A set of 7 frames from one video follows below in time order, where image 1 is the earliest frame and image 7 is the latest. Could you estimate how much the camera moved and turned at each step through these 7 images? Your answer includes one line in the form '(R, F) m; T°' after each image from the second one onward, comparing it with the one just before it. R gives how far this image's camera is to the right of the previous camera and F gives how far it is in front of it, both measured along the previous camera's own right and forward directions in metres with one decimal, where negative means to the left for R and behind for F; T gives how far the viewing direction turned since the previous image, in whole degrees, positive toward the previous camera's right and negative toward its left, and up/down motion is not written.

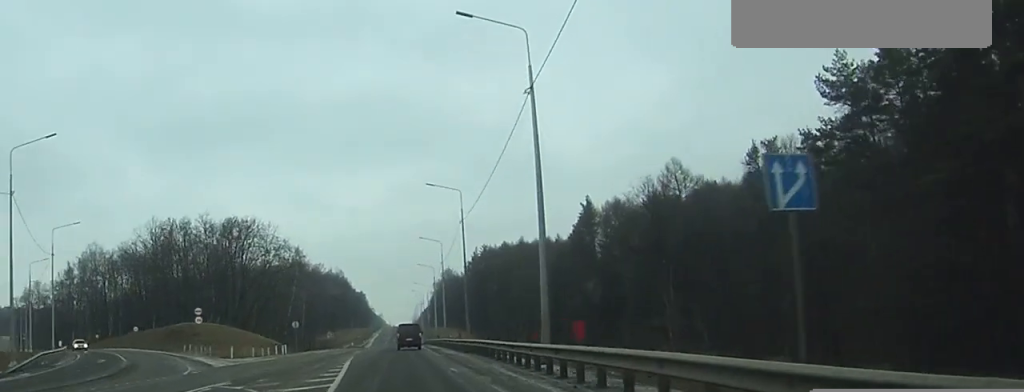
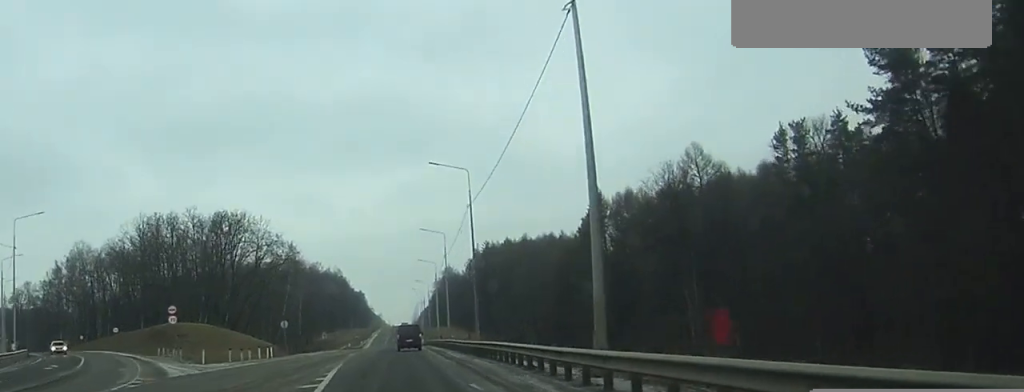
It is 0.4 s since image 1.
(0.0, +8.4) m; 0°
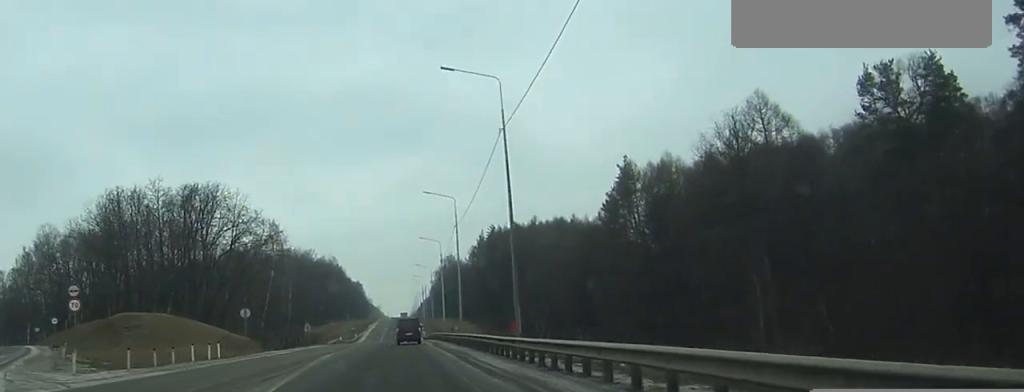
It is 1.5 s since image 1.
(0.0, +19.9) m; 0°
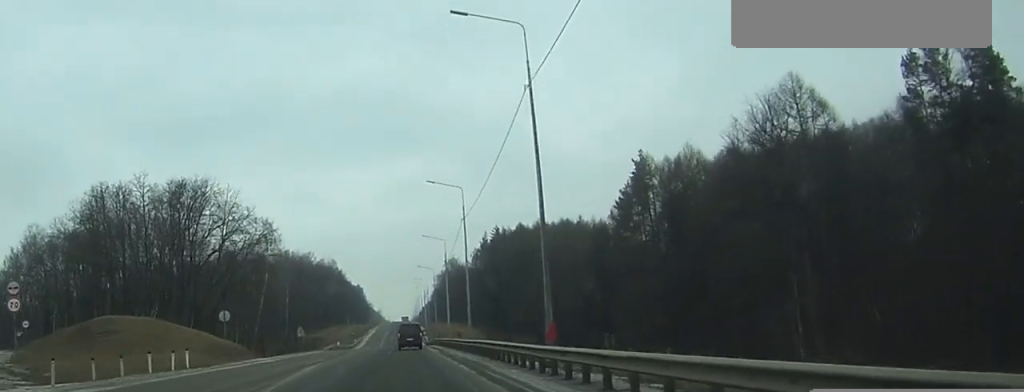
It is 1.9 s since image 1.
(0.0, +7.7) m; 0°
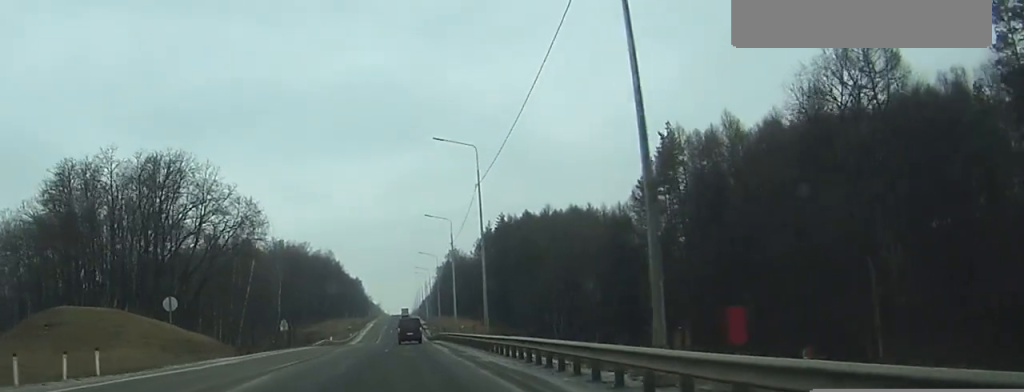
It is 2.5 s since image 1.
(0.0, +12.7) m; 0°
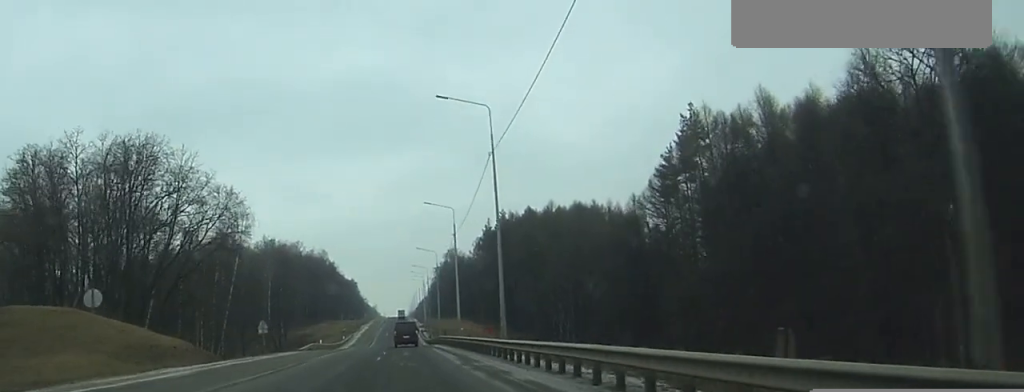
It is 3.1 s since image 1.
(0.0, +10.1) m; 0°
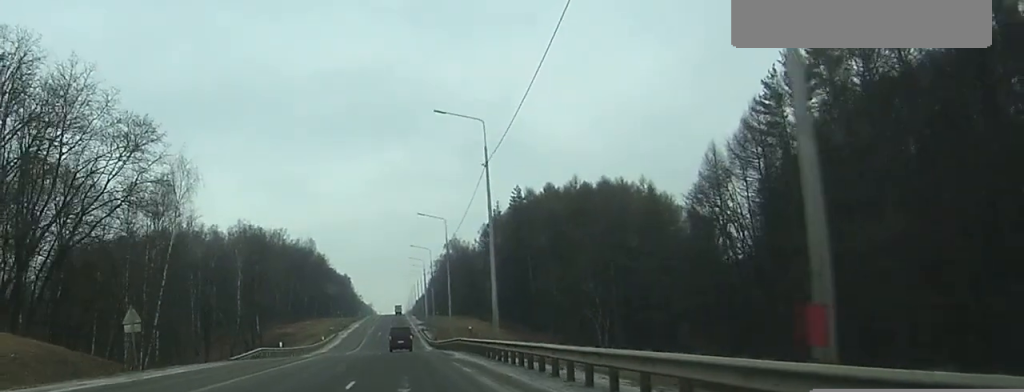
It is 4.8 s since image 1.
(0.0, +32.3) m; 0°
